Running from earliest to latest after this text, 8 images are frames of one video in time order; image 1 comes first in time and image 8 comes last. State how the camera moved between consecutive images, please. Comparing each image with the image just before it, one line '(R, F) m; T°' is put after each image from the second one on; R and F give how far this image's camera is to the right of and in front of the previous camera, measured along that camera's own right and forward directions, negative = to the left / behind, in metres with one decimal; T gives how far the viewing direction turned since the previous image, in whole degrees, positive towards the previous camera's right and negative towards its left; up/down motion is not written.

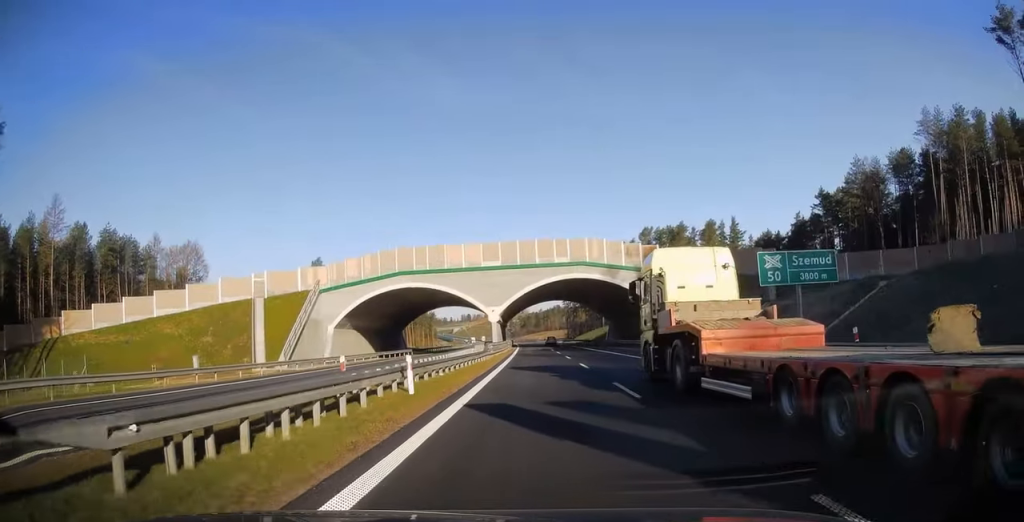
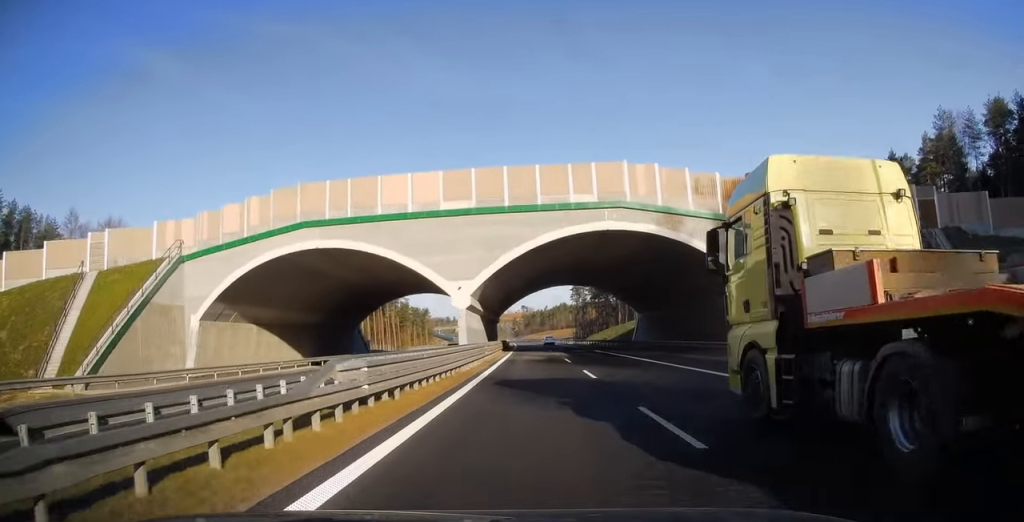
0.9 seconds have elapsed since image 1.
(-0.3, +29.5) m; -1°
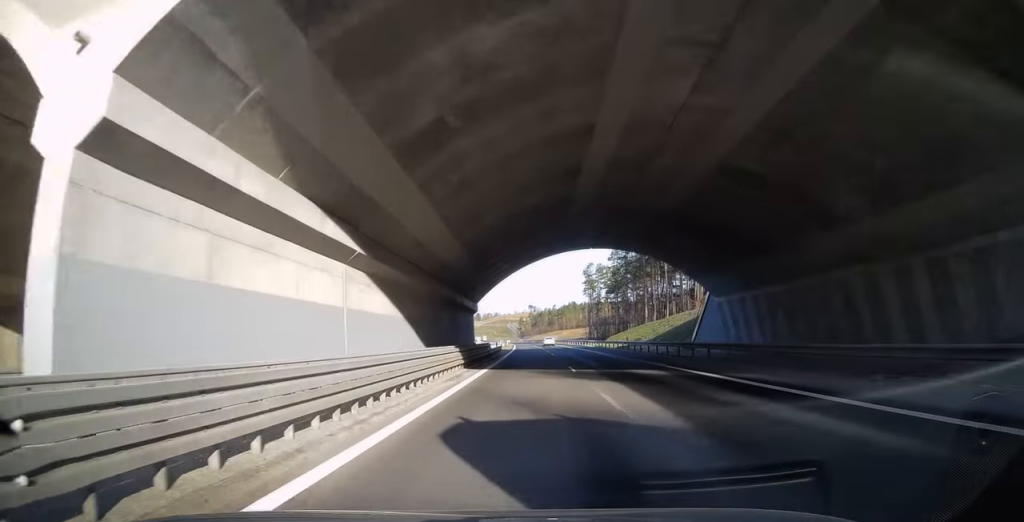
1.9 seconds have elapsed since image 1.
(+0.1, +32.2) m; -1°
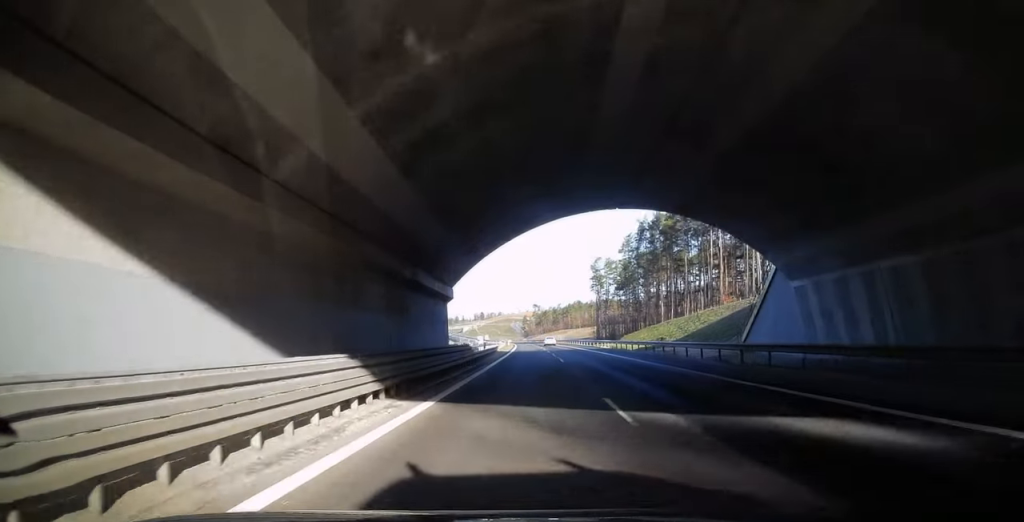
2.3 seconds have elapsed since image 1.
(-0.1, +13.8) m; 0°
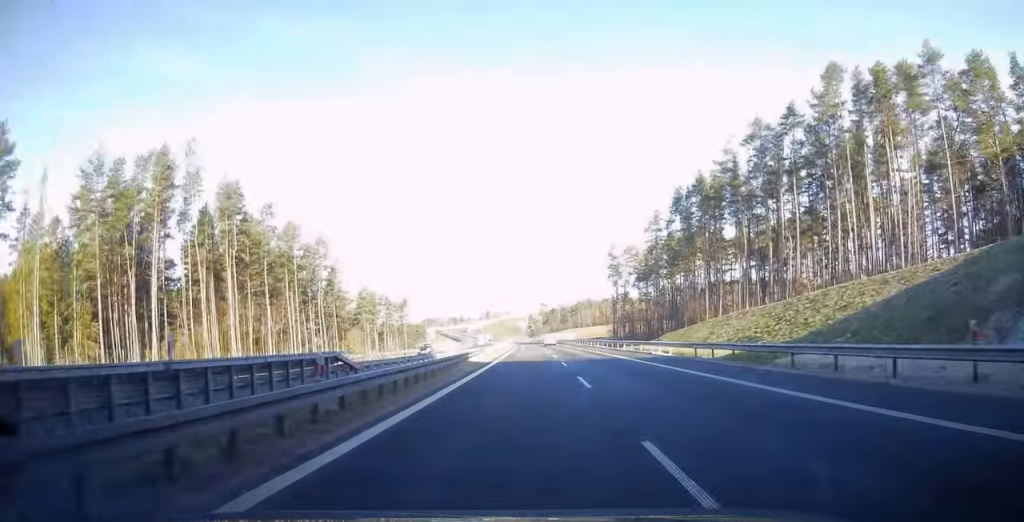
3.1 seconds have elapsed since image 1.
(-0.2, +29.1) m; -1°
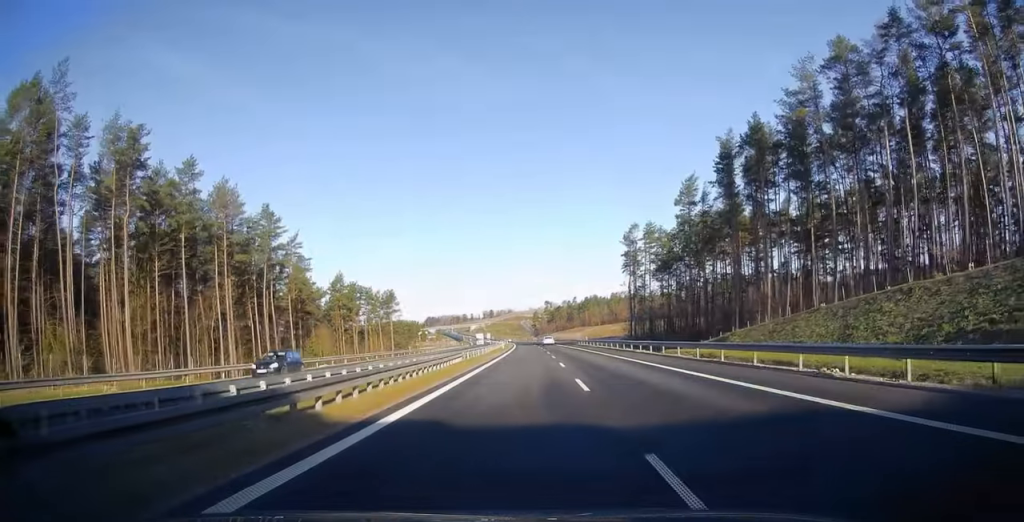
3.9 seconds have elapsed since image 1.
(+0.1, +24.4) m; -1°
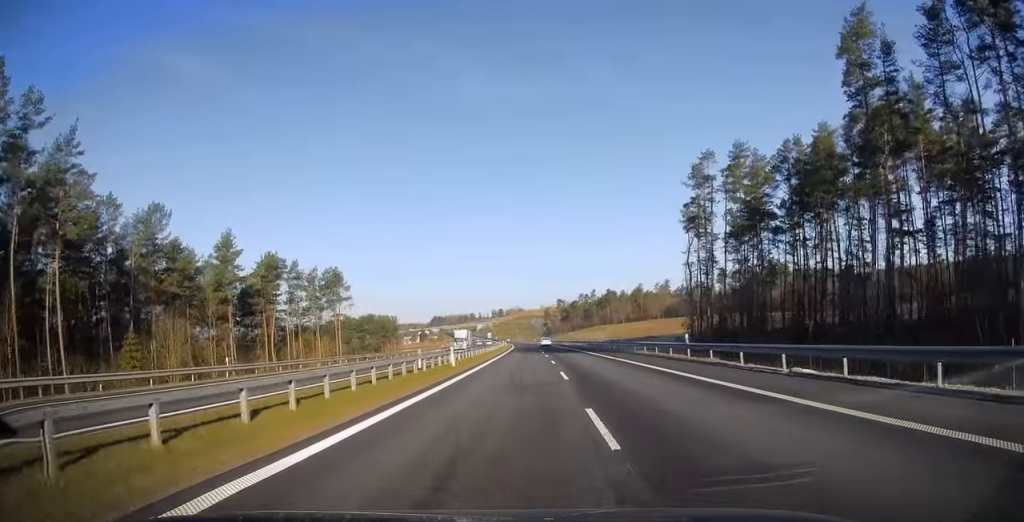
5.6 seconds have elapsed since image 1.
(-1.2, +54.8) m; -1°
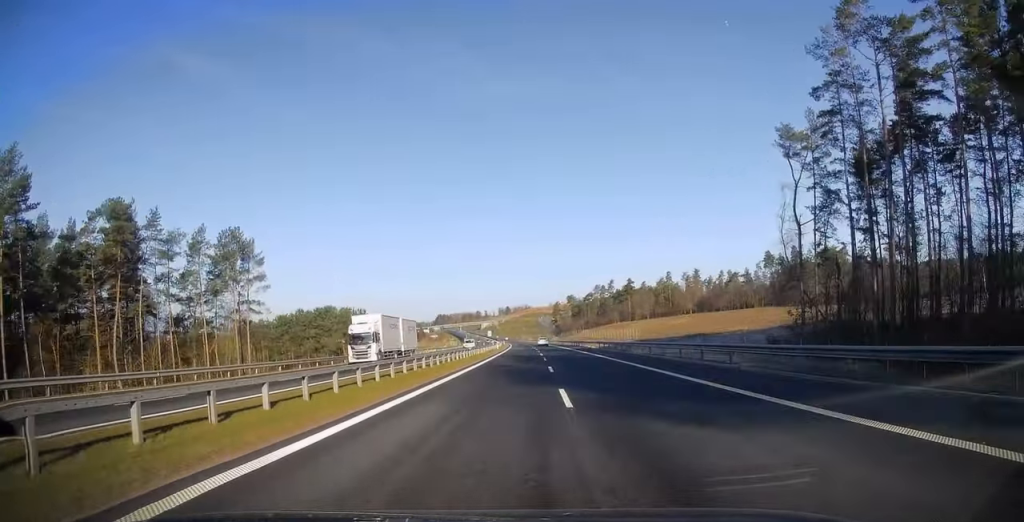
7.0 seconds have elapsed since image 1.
(+0.2, +43.3) m; 0°
